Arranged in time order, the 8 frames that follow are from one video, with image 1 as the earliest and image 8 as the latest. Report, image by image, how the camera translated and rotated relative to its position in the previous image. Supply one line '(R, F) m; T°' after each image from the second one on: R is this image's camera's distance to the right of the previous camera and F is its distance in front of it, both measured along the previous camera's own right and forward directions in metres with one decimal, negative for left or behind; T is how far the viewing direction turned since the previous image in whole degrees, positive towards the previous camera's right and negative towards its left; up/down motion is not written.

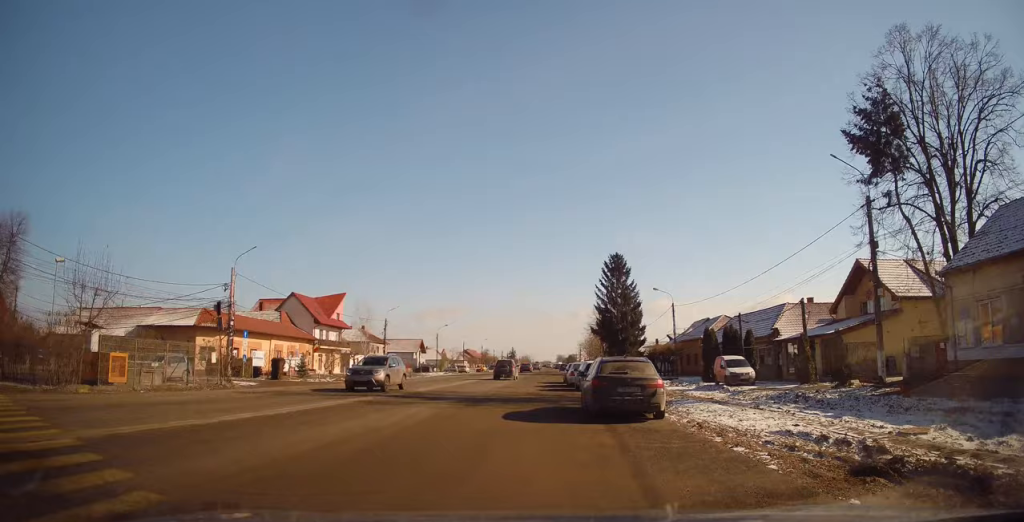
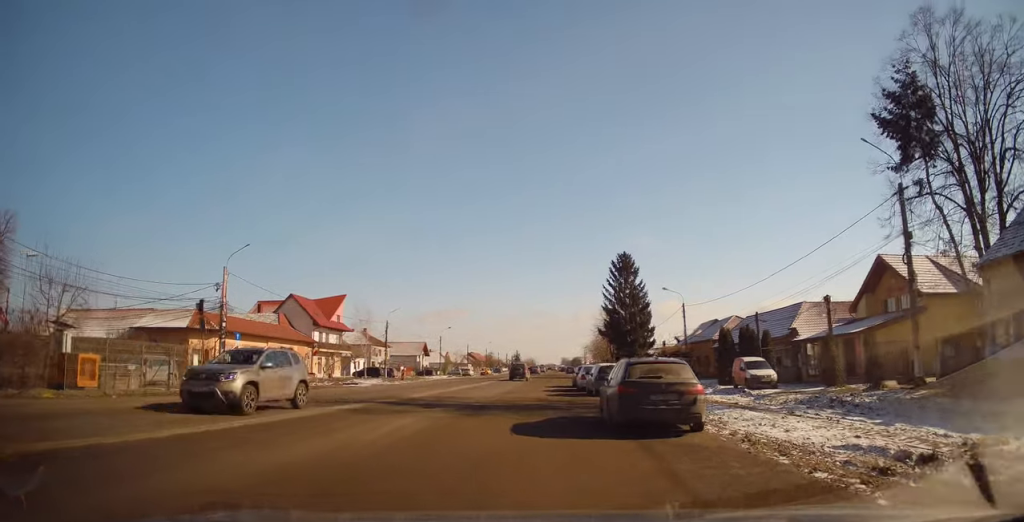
(+0.1, +1.8) m; -2°
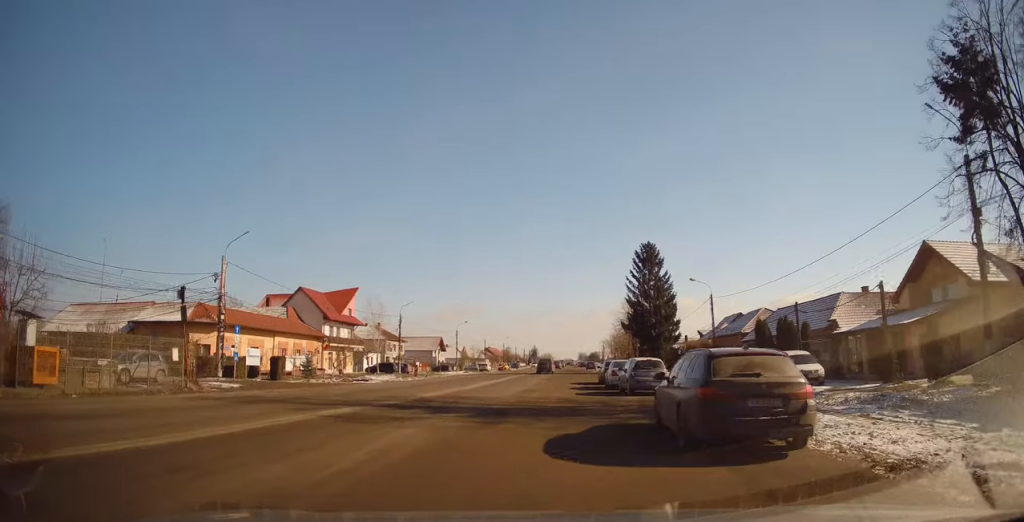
(-0.3, +2.3) m; -2°
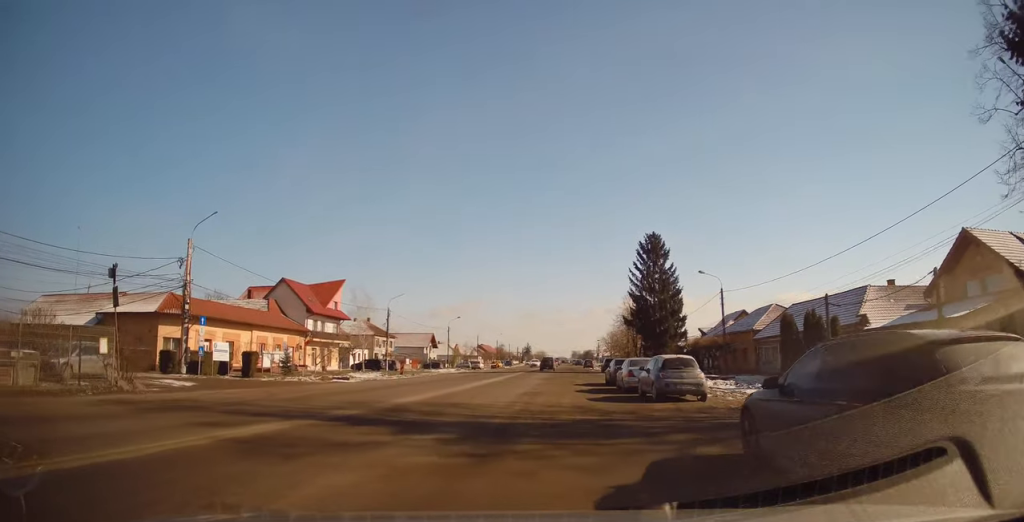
(0.0, +3.3) m; +1°
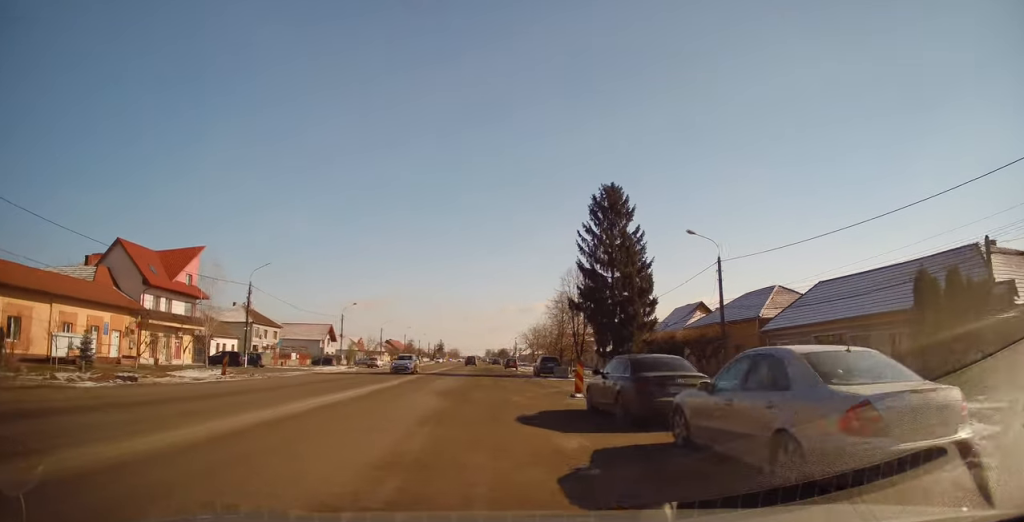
(+0.4, +15.9) m; +4°
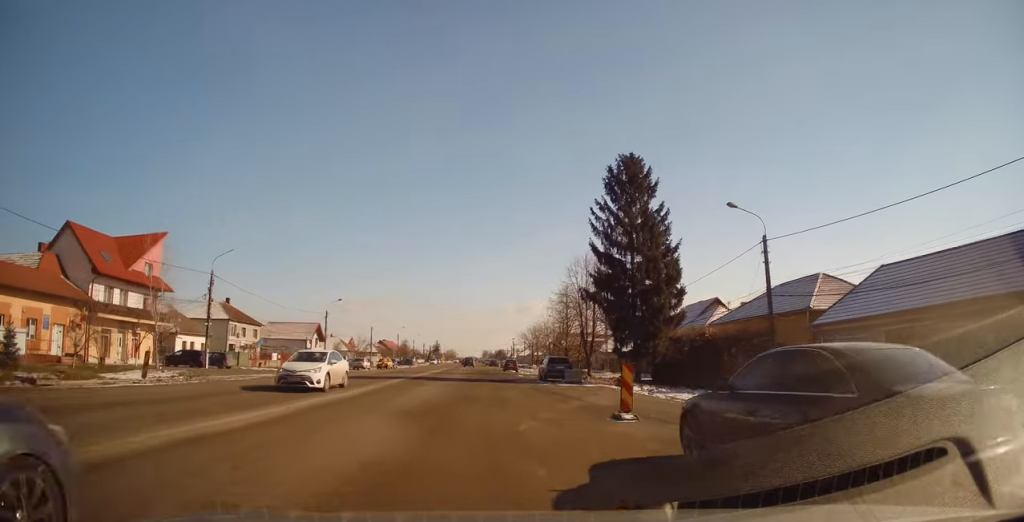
(+0.3, +6.7) m; +3°
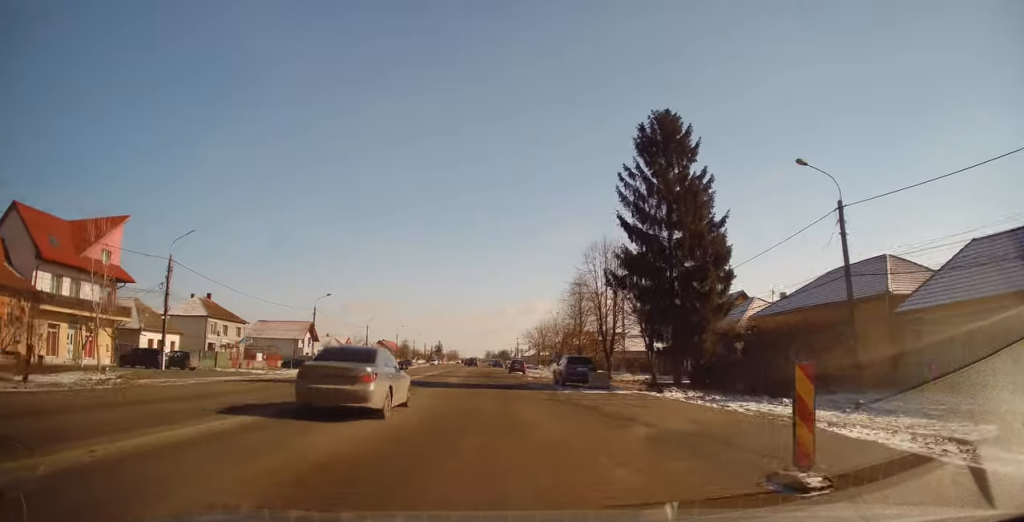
(+0.1, +7.0) m; +2°
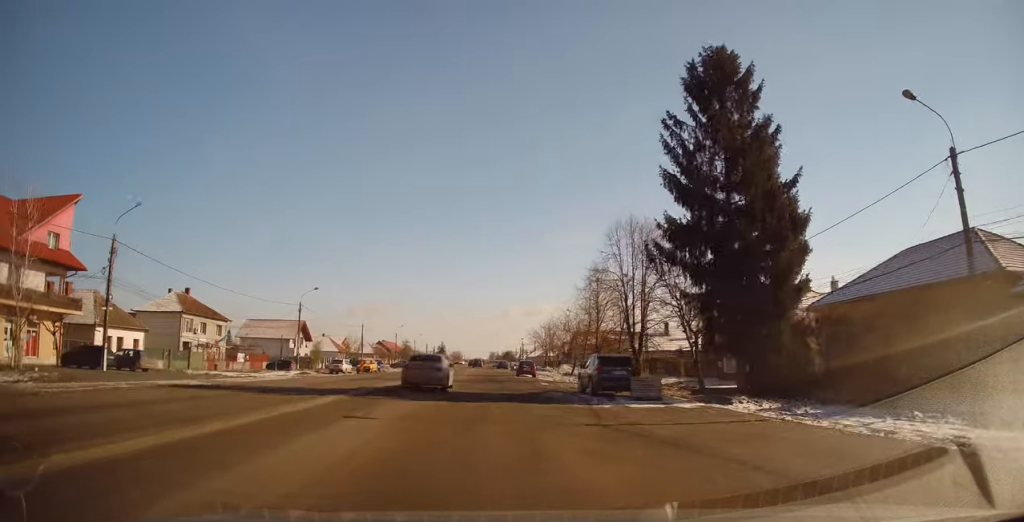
(0.0, +6.9) m; 0°
